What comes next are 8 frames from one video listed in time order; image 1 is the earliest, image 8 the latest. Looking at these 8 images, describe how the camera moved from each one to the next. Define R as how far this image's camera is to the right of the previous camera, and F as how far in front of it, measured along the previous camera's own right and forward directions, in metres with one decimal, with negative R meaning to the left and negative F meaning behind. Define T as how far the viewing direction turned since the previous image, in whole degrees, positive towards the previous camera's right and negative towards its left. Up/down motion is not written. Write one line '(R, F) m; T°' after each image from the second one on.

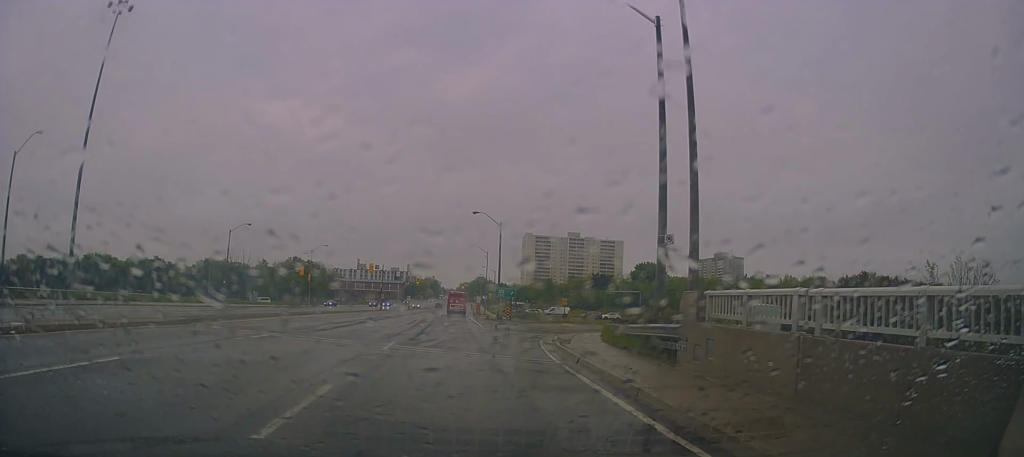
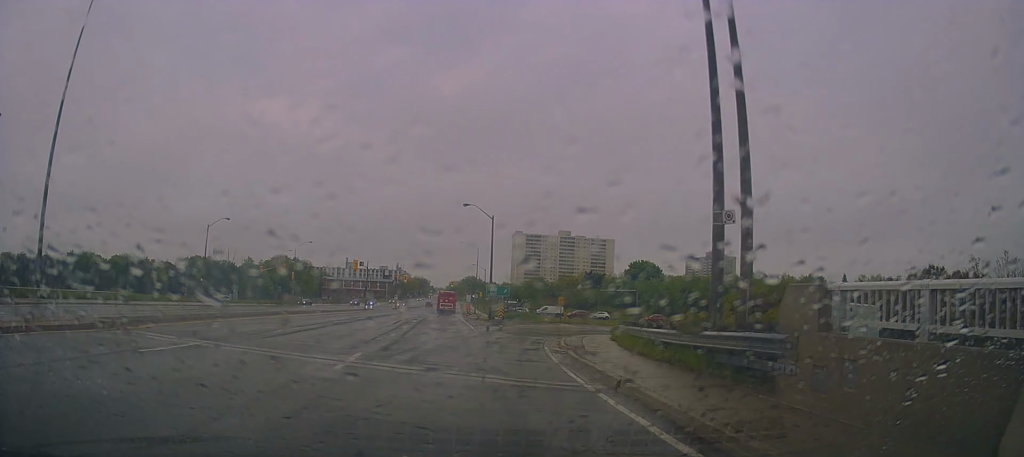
(-0.1, +4.5) m; -1°
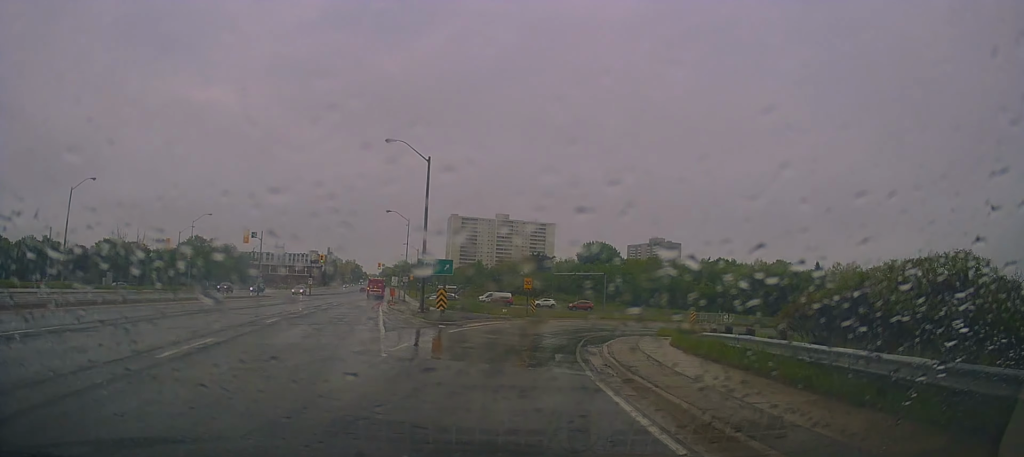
(+1.1, +18.9) m; +9°
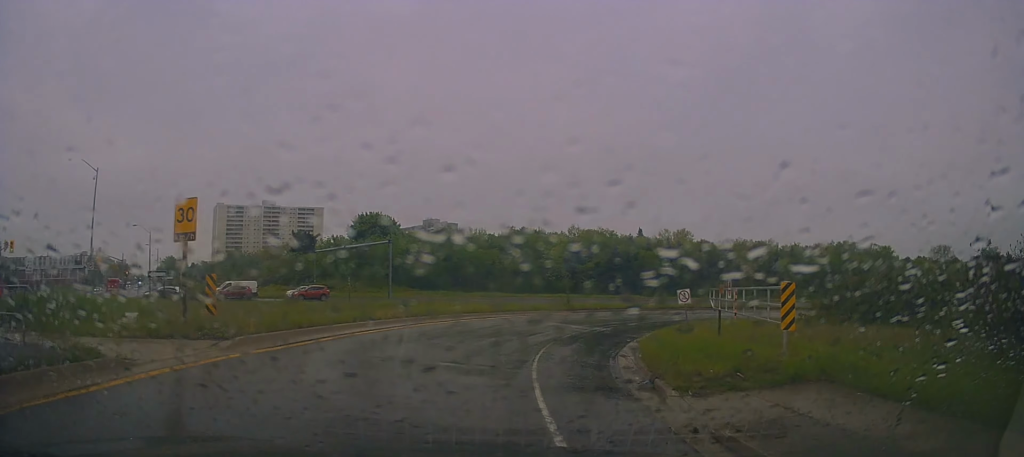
(+5.7, +27.7) m; +25°
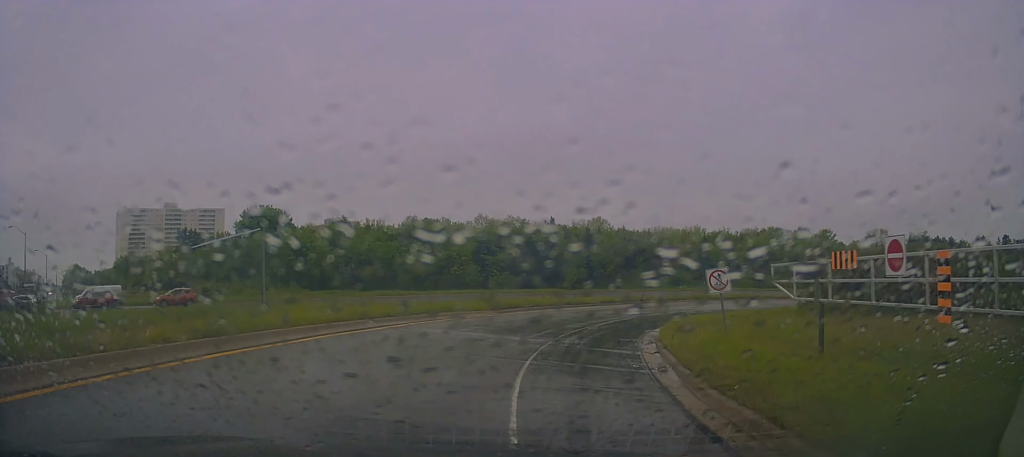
(+0.7, +10.2) m; +9°
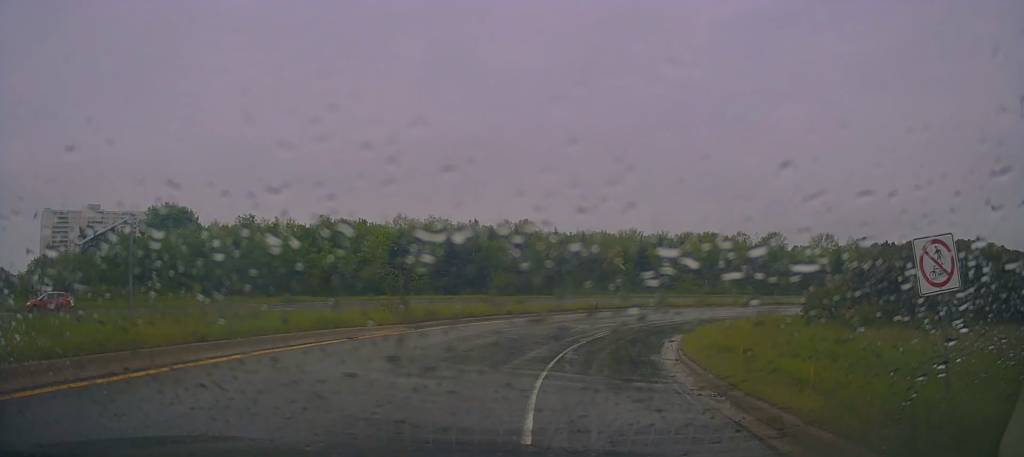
(+0.7, +8.9) m; +7°
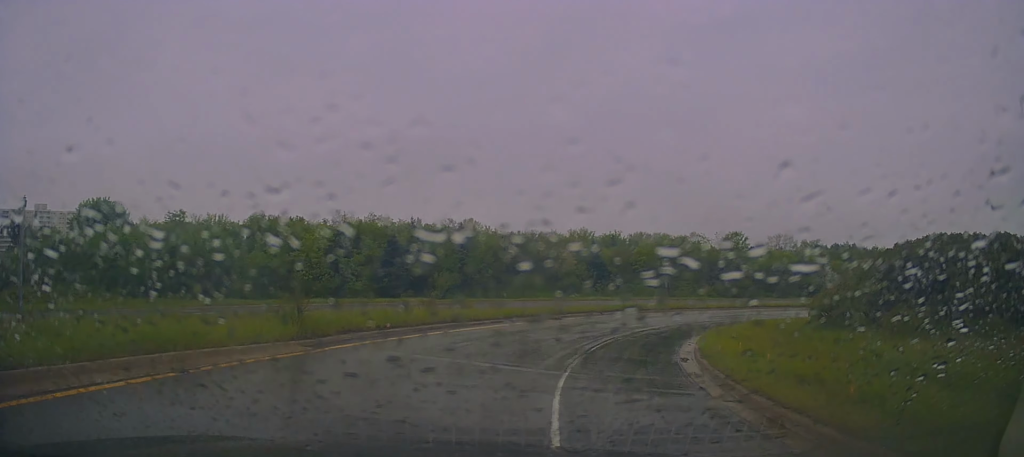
(0.0, +6.0) m; +7°
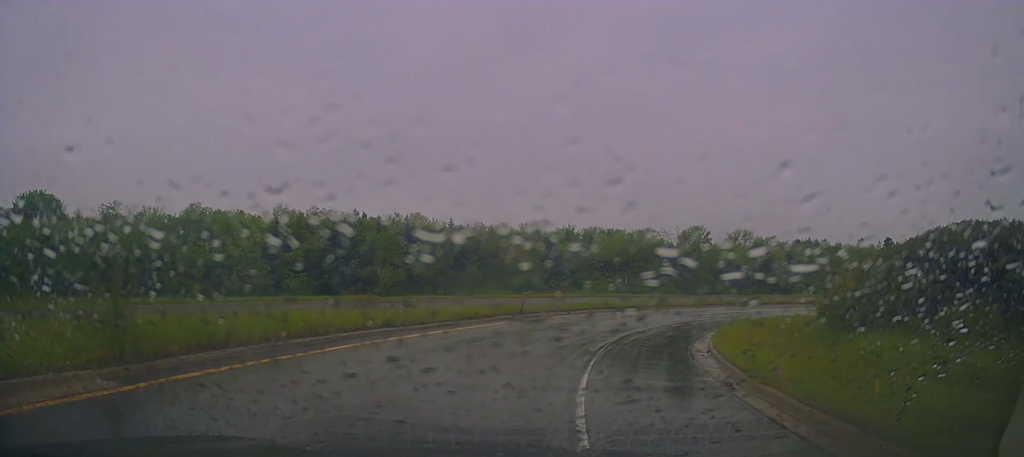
(-0.1, +5.0) m; +6°
